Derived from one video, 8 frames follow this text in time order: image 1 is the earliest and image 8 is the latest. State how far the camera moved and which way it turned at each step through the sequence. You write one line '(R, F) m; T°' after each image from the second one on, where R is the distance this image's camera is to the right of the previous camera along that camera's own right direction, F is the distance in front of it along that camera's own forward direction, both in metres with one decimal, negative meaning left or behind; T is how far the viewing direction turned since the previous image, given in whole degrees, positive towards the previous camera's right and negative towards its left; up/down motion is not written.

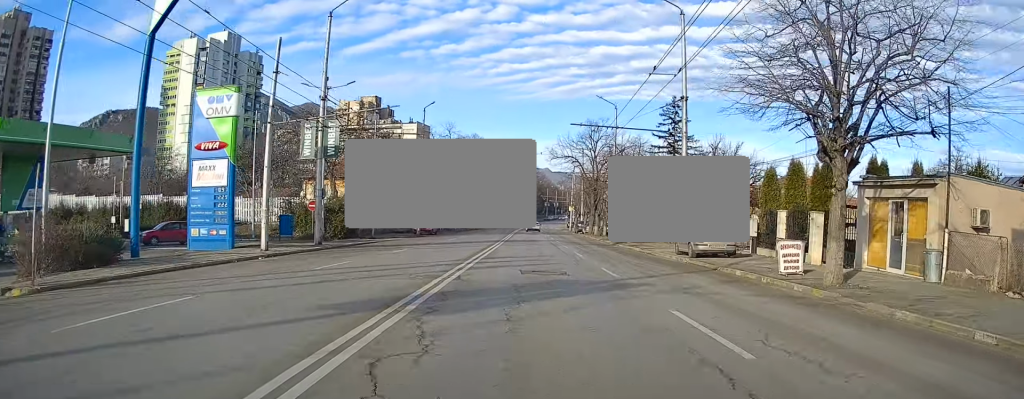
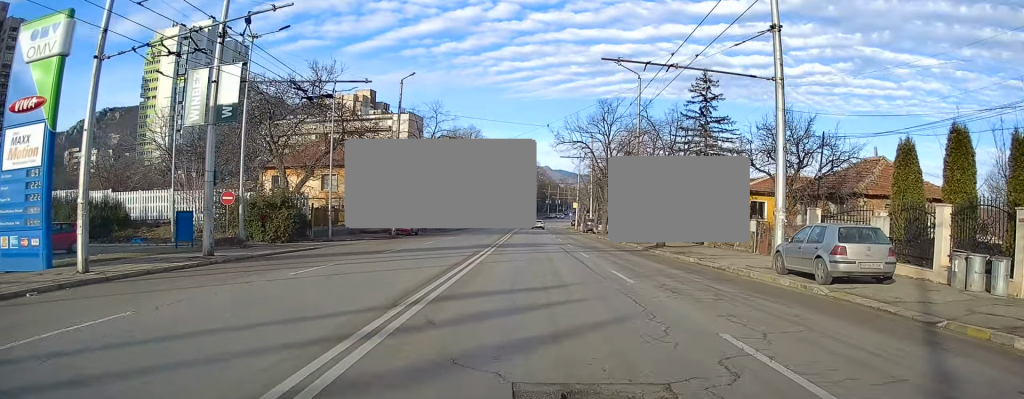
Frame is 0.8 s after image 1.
(-0.3, +11.1) m; -1°
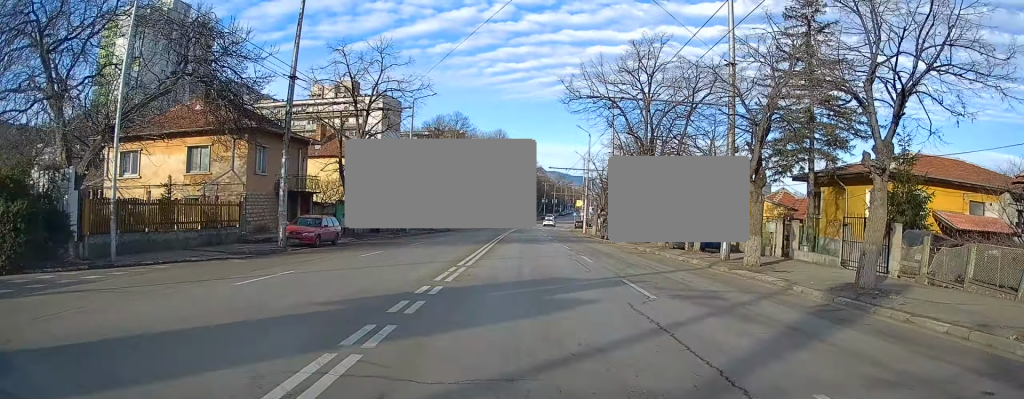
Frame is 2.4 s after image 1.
(+0.1, +20.6) m; +2°
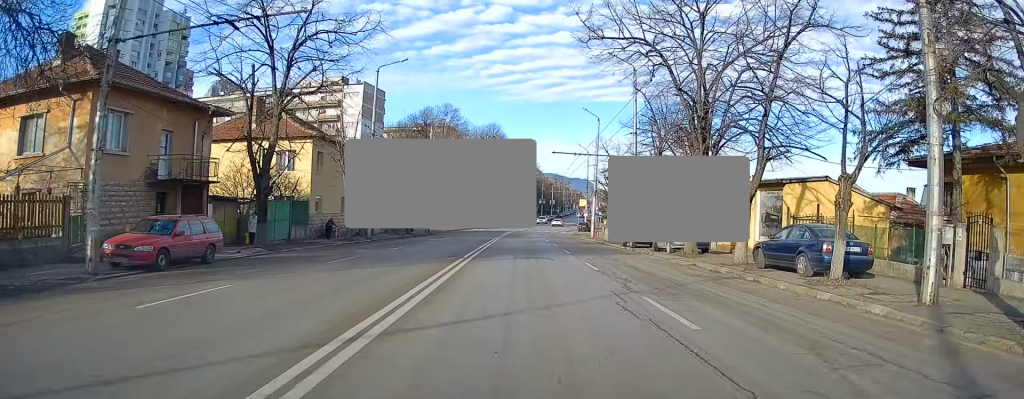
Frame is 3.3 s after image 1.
(+0.2, +12.3) m; +1°
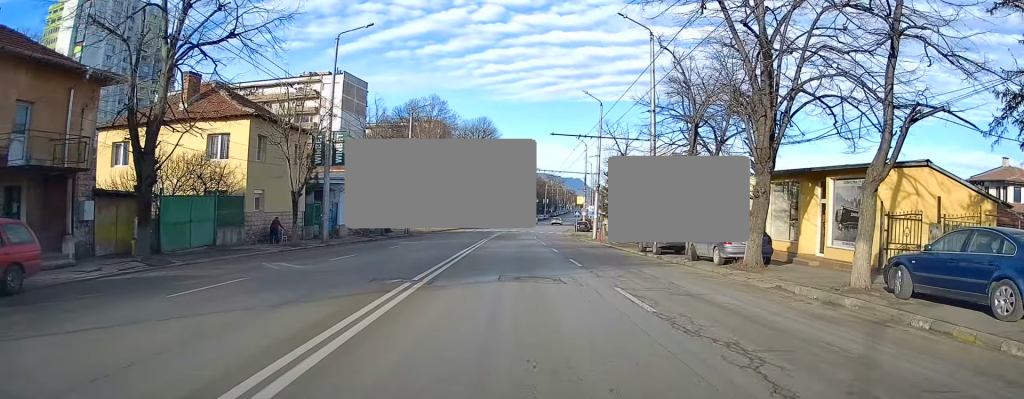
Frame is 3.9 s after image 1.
(-0.1, +7.8) m; +1°
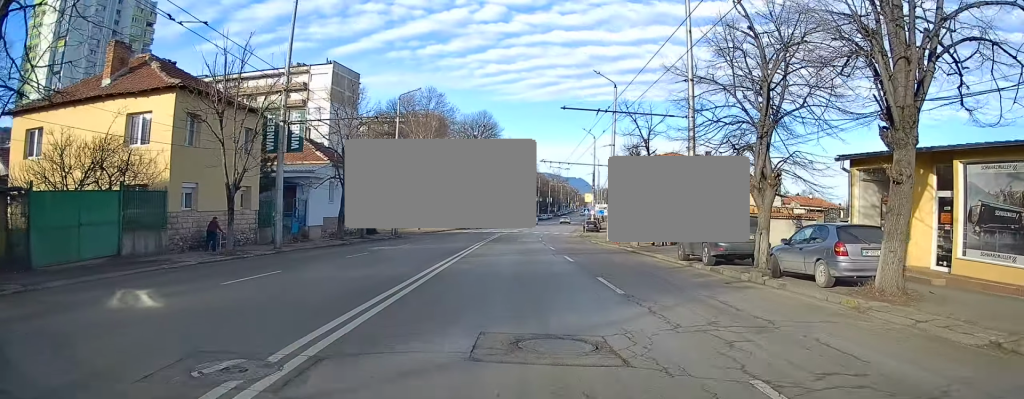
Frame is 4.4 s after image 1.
(+0.1, +7.0) m; 0°
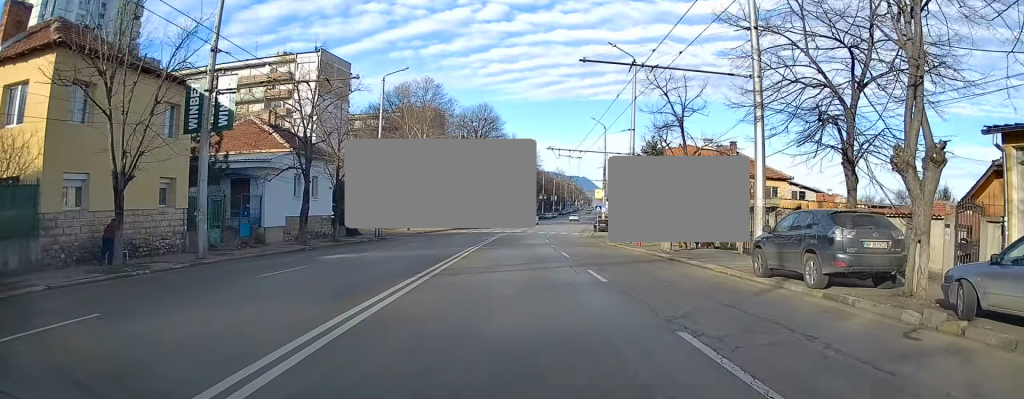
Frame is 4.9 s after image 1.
(+0.3, +6.8) m; -1°
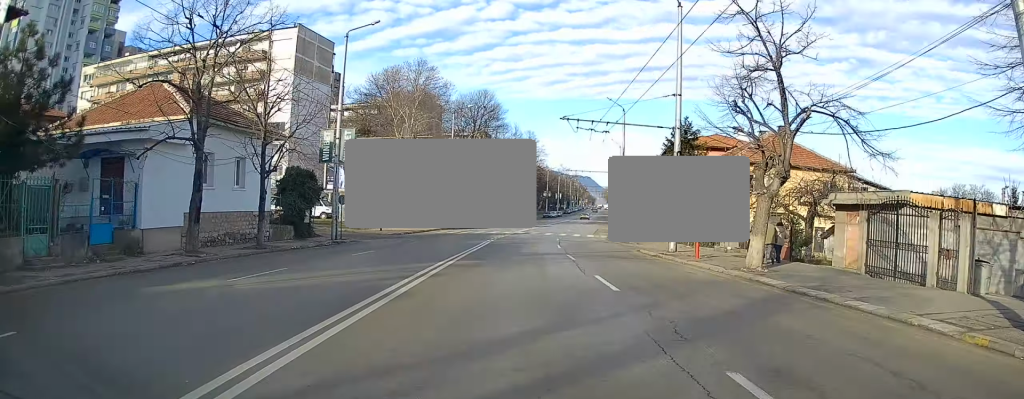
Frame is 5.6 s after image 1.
(-0.5, +10.9) m; -1°
